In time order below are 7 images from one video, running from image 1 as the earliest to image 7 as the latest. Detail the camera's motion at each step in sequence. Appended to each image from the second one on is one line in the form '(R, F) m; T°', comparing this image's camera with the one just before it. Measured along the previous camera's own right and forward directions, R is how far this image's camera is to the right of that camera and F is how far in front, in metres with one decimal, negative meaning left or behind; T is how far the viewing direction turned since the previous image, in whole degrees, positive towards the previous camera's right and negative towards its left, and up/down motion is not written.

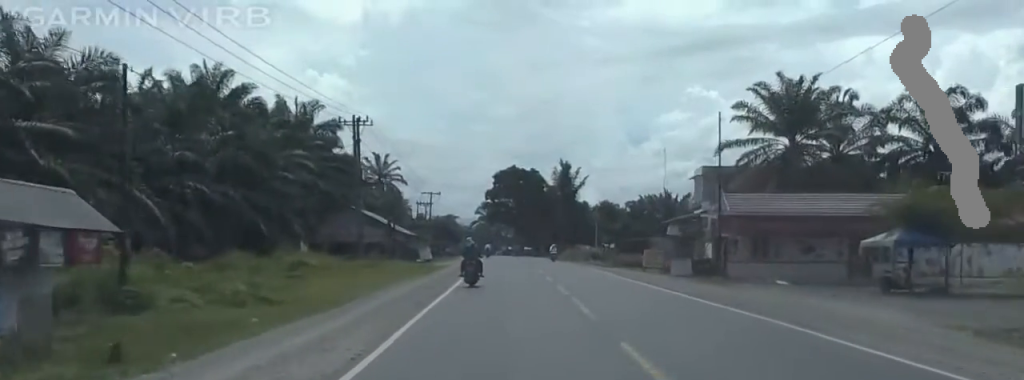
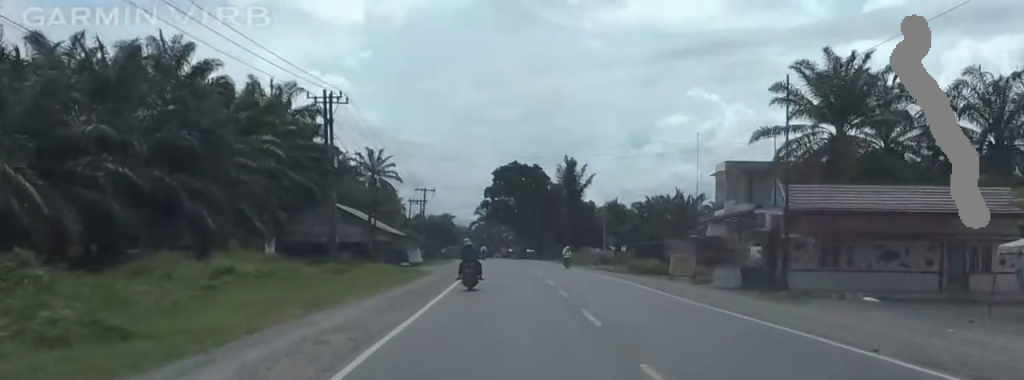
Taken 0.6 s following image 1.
(-0.1, +10.0) m; -2°
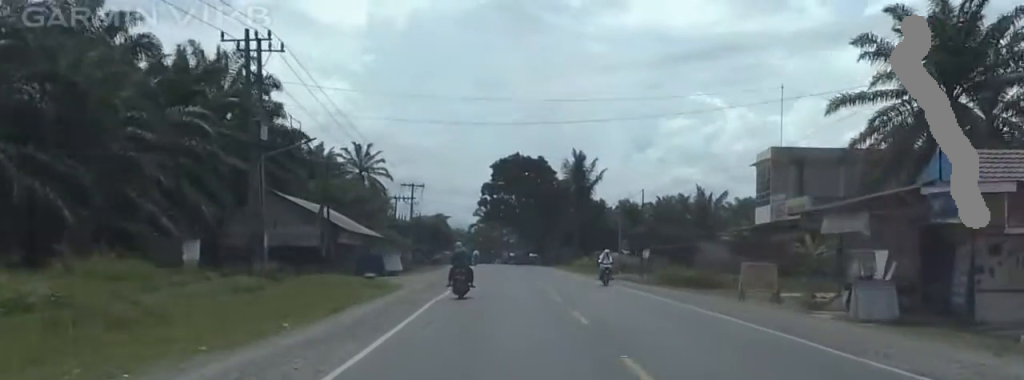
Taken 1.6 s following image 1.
(-0.7, +14.9) m; -3°
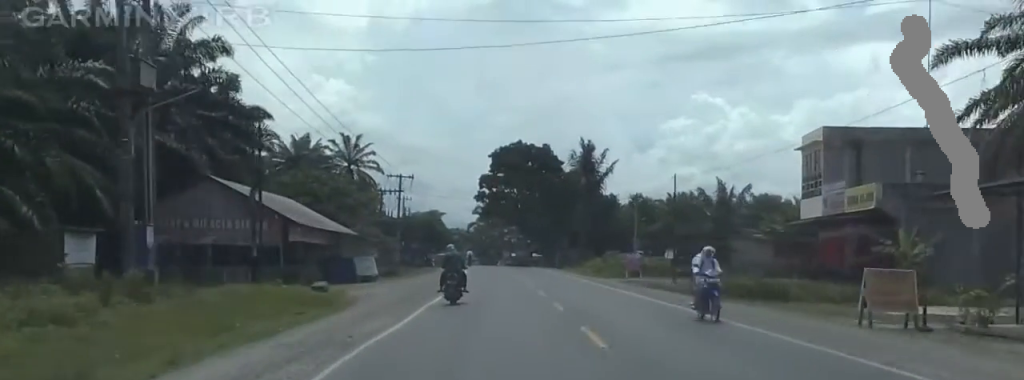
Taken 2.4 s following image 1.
(0.0, +11.8) m; 0°
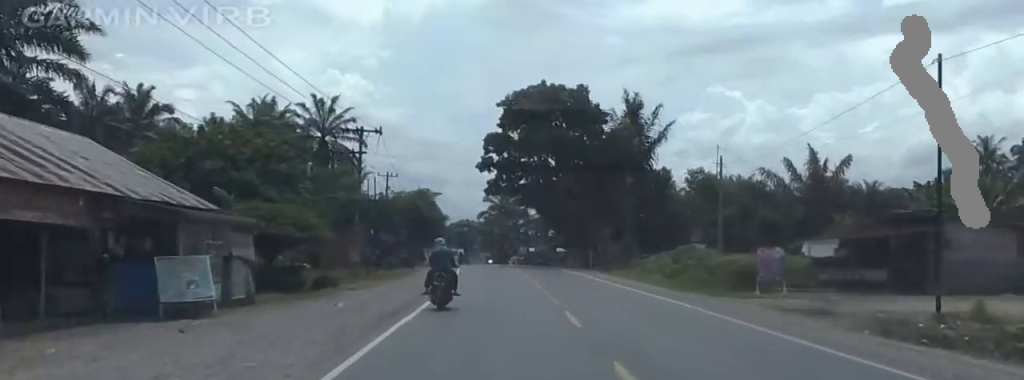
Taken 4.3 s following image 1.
(0.0, +29.7) m; 0°
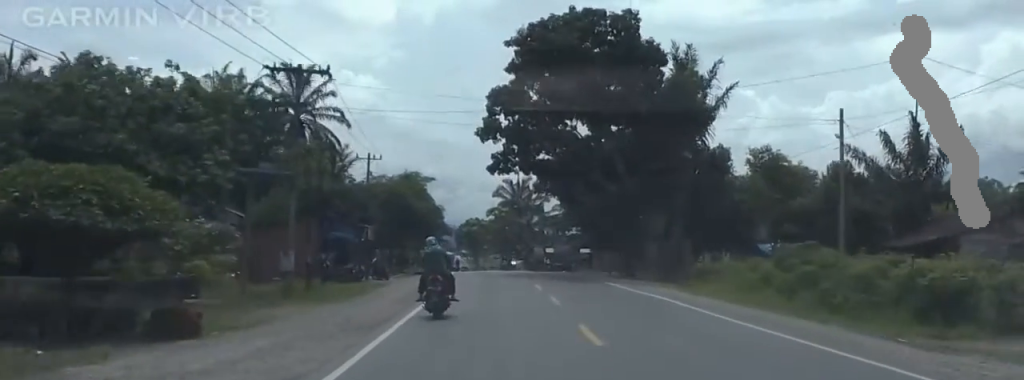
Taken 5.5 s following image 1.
(0.0, +19.3) m; 0°
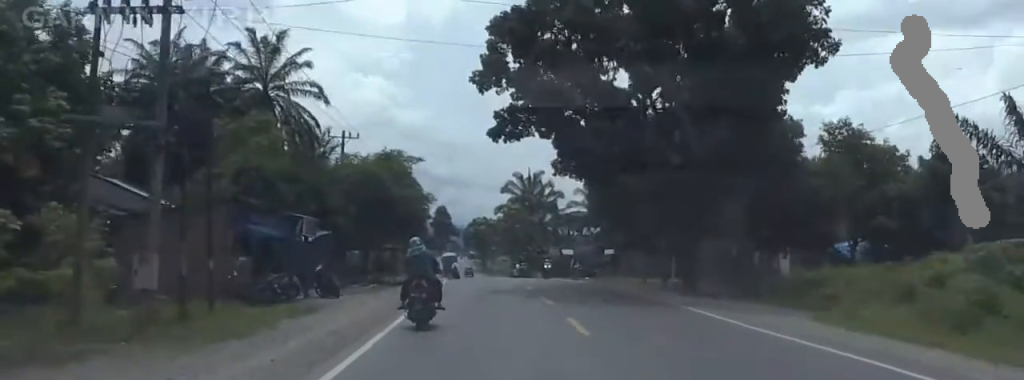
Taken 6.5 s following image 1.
(0.0, +14.9) m; 0°
